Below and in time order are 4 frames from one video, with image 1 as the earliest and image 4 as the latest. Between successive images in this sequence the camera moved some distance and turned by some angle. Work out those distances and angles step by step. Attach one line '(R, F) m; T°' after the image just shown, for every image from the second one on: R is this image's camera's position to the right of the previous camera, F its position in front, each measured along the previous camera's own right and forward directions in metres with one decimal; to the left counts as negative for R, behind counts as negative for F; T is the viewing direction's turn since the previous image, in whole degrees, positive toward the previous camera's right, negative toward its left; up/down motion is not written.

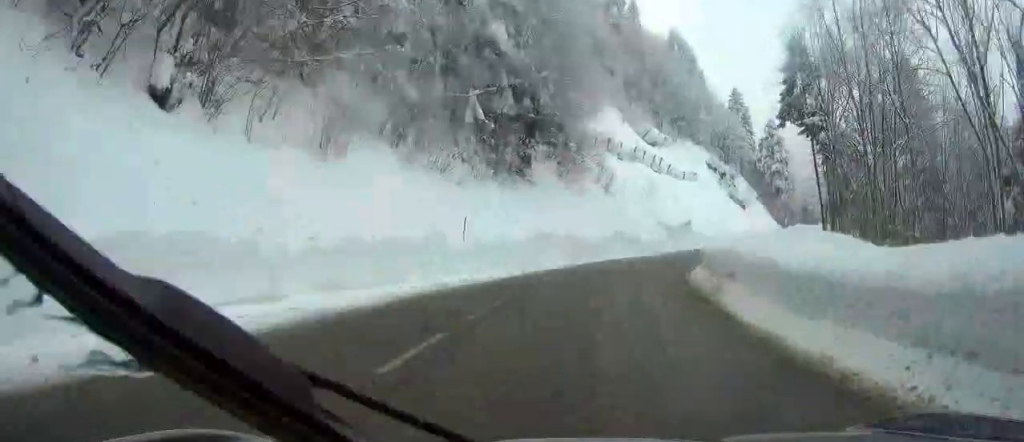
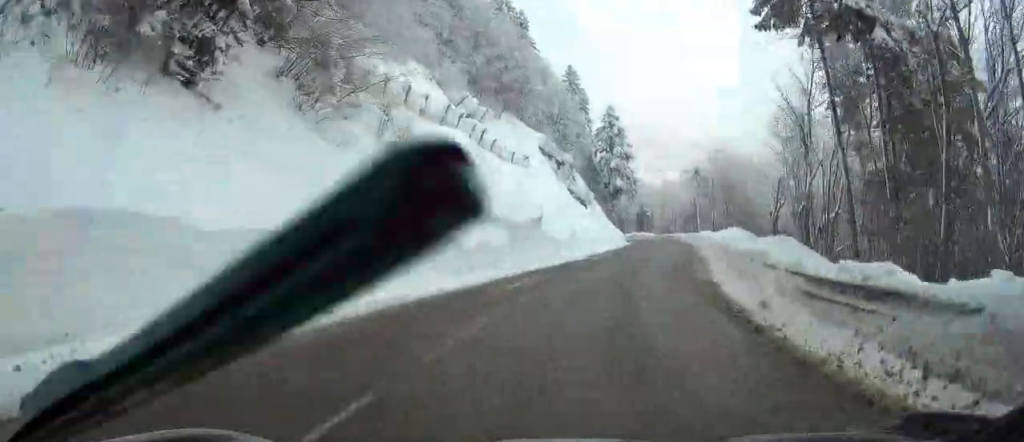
(+3.0, +24.7) m; +18°
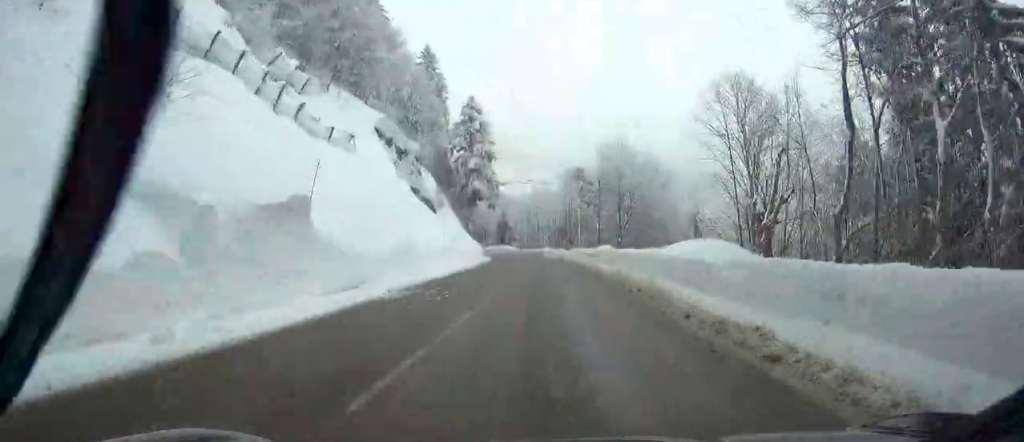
(+2.2, +18.8) m; +7°
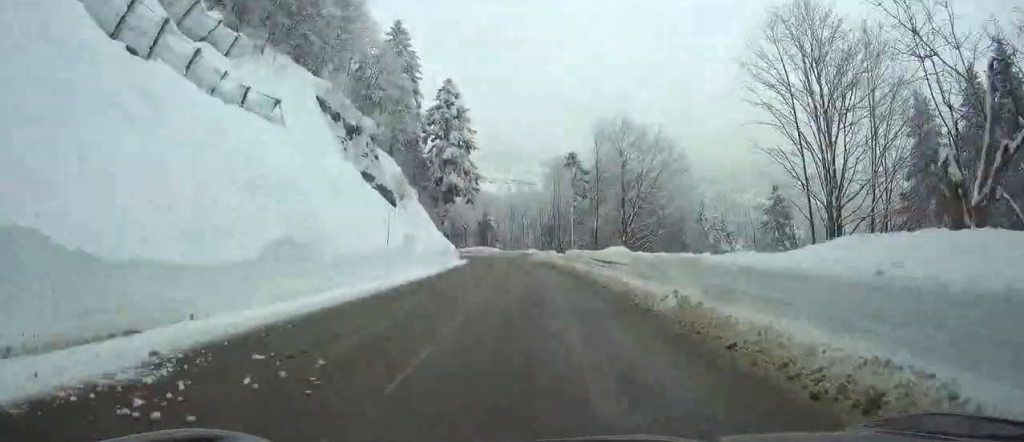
(0.0, +12.0) m; +1°
